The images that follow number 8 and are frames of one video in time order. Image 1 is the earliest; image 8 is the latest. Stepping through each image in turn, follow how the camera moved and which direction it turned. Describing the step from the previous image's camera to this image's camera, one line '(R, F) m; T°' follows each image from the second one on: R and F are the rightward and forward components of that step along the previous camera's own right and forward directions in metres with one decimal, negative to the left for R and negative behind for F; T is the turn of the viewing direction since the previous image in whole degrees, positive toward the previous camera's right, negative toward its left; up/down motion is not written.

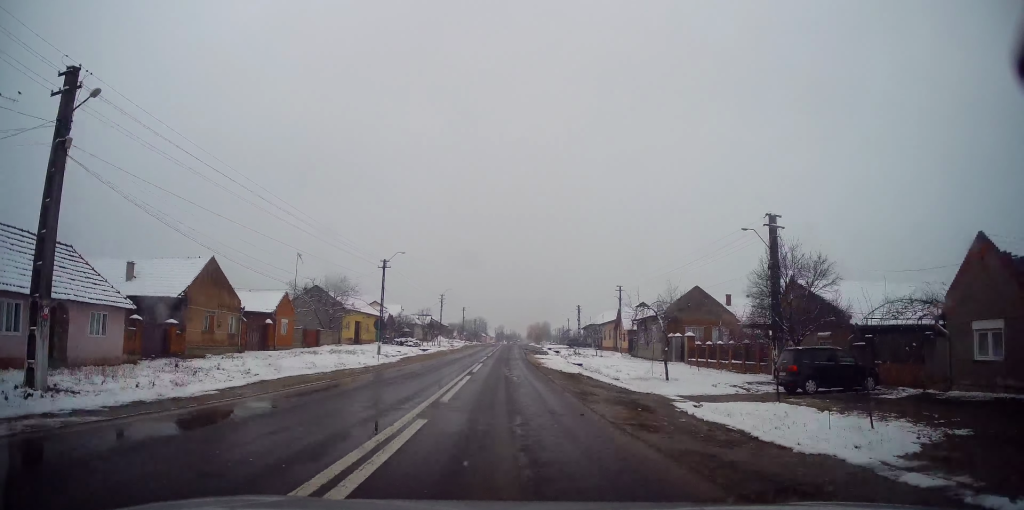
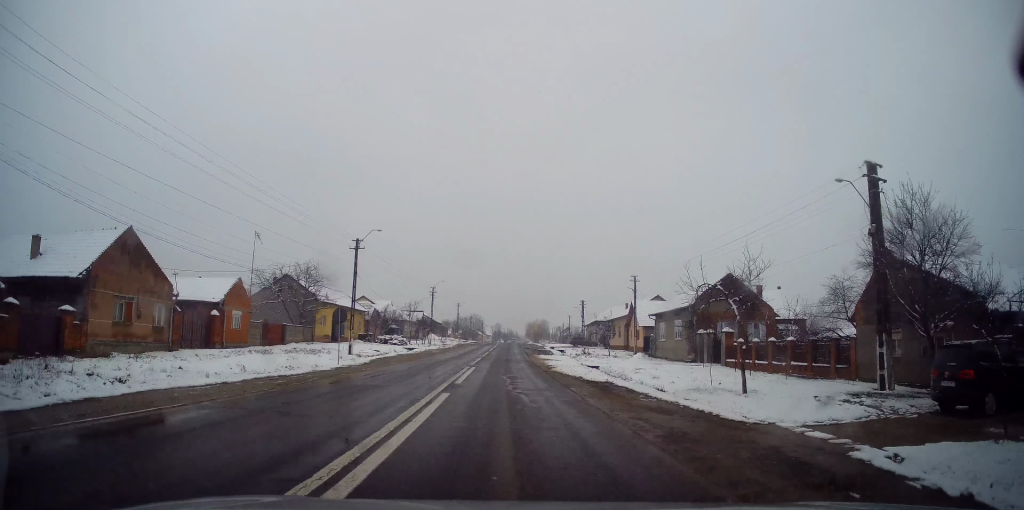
(0.0, +8.4) m; +1°
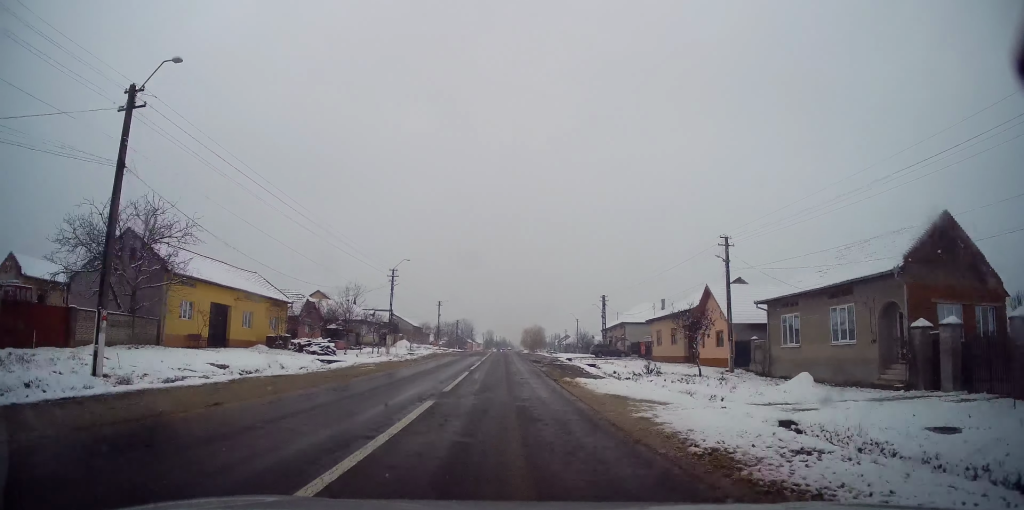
(+0.4, +24.9) m; +2°
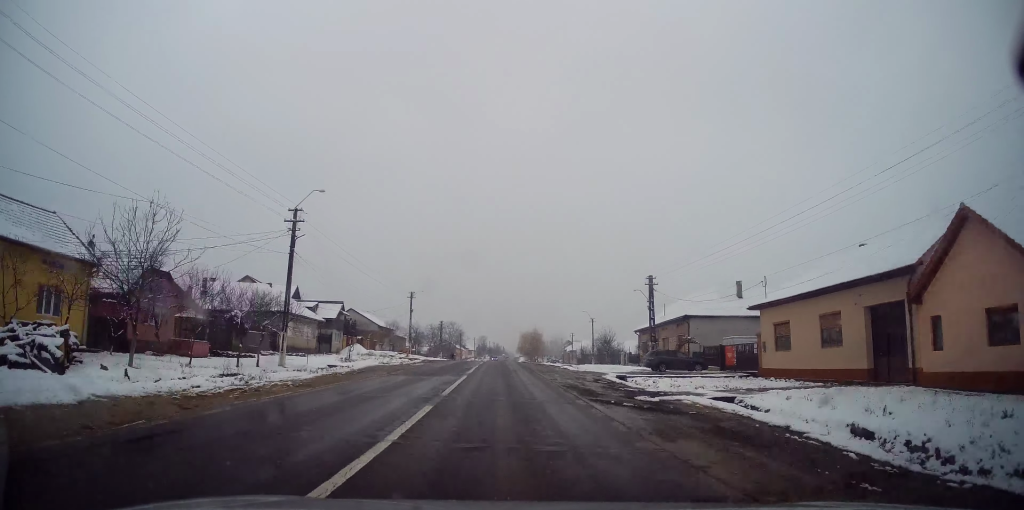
(0.0, +24.5) m; 0°
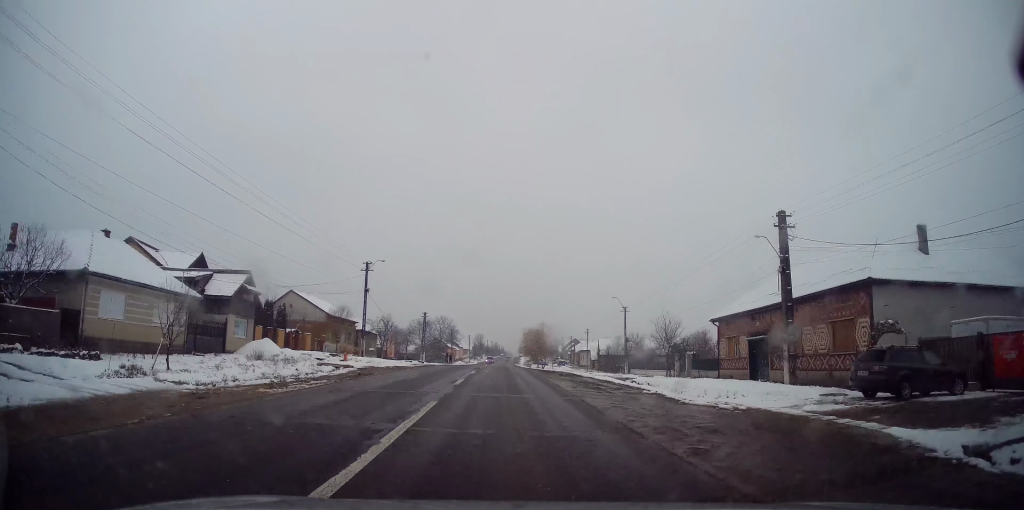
(0.0, +23.3) m; 0°
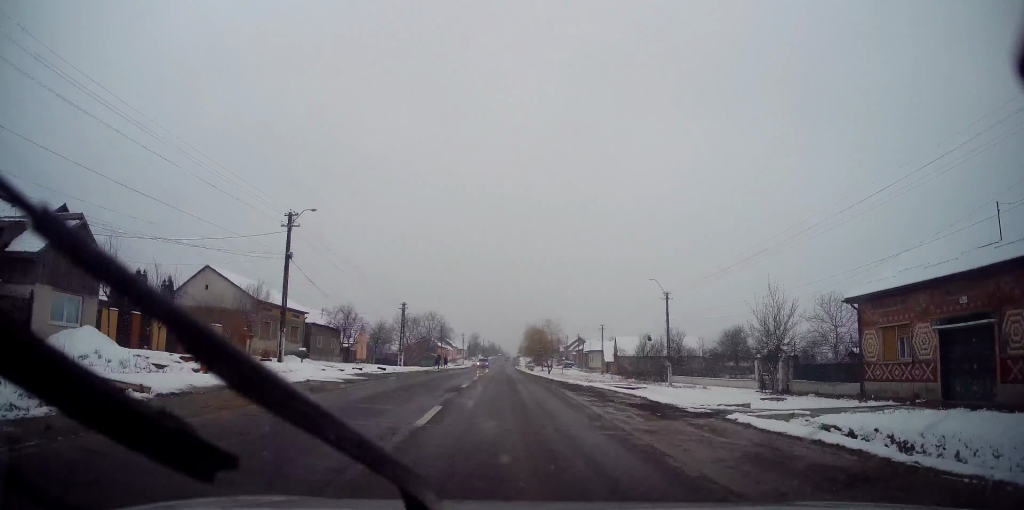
(0.0, +17.0) m; 0°
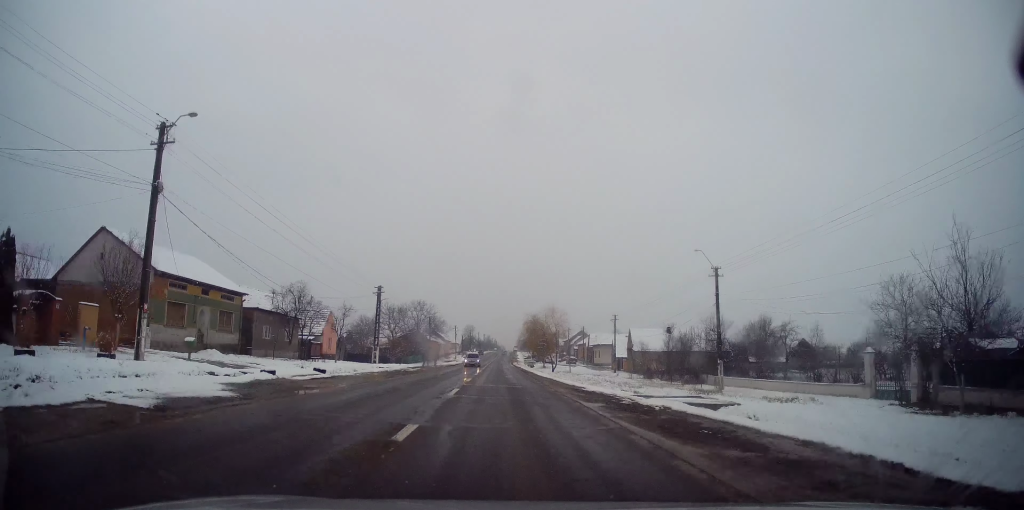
(0.0, +11.8) m; +1°
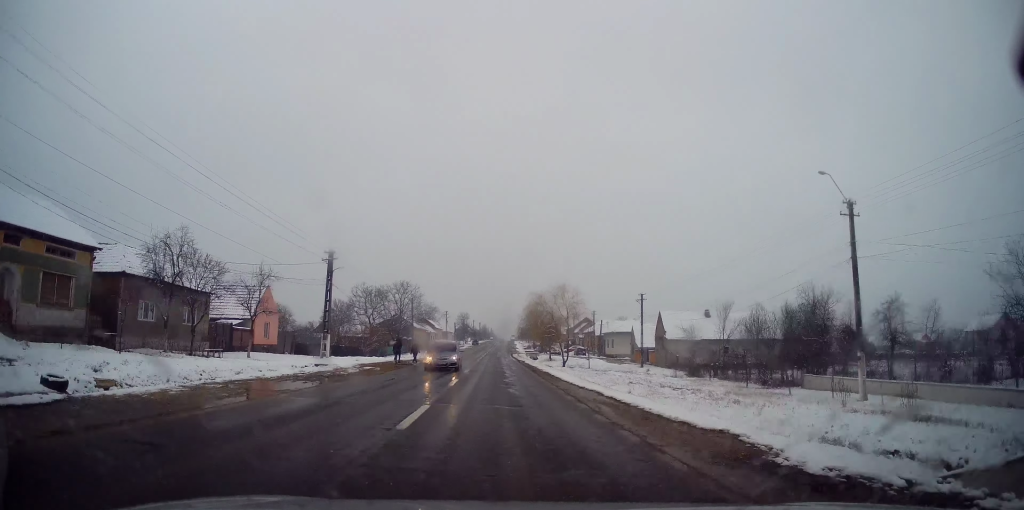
(+0.1, +15.0) m; +1°
